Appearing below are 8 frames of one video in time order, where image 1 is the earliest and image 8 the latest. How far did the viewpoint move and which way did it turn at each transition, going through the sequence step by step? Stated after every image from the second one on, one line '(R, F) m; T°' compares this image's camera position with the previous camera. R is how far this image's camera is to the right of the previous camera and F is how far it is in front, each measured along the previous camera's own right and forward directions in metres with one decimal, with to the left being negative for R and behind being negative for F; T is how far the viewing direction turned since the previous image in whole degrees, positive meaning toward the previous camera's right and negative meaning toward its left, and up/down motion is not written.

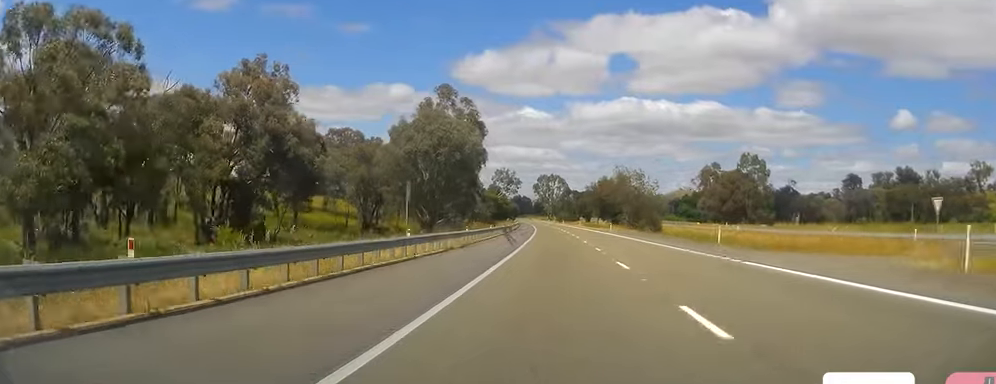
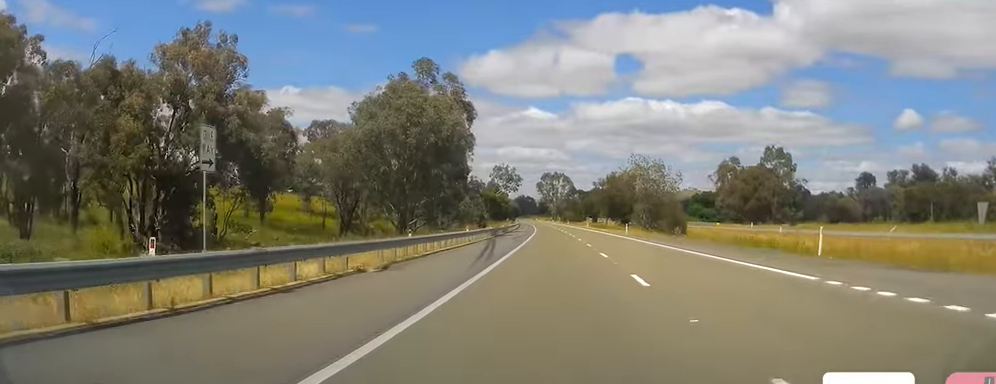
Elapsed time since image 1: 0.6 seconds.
(+0.1, +17.3) m; -1°
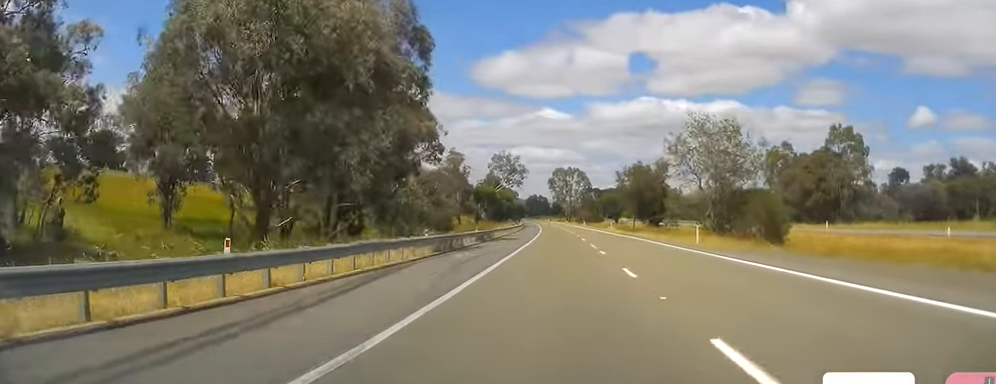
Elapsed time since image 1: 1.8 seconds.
(-0.6, +33.6) m; -1°
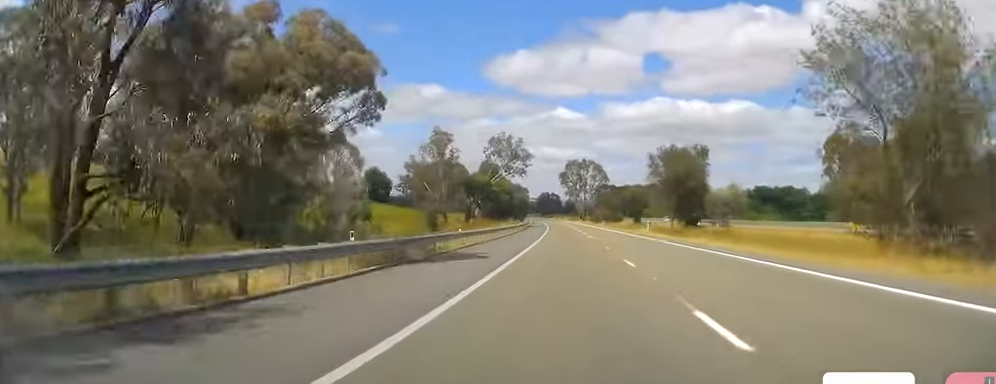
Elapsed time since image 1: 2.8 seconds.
(+0.1, +29.9) m; -1°
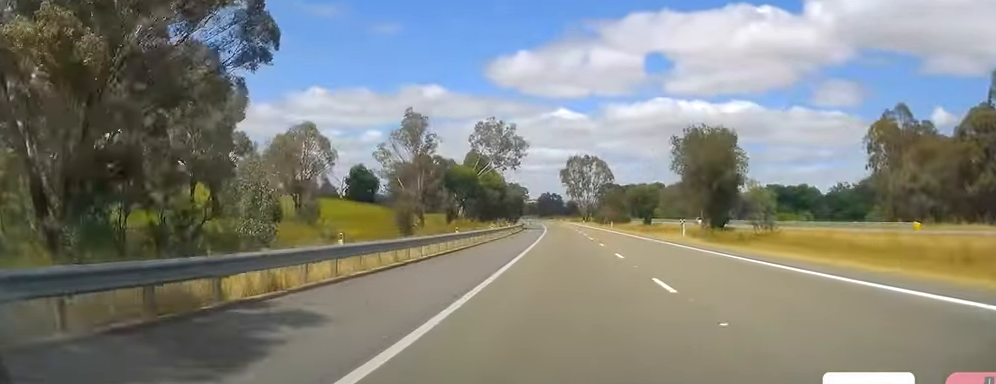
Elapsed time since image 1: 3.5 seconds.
(-0.4, +19.3) m; -1°
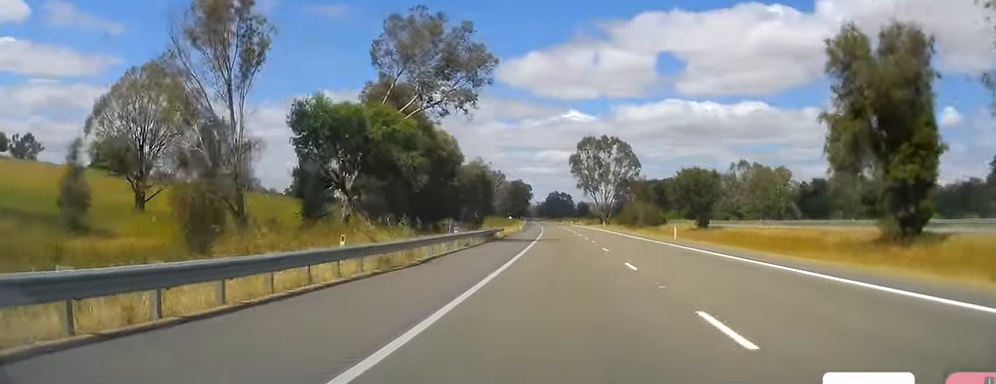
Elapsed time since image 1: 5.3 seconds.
(0.0, +54.0) m; +1°
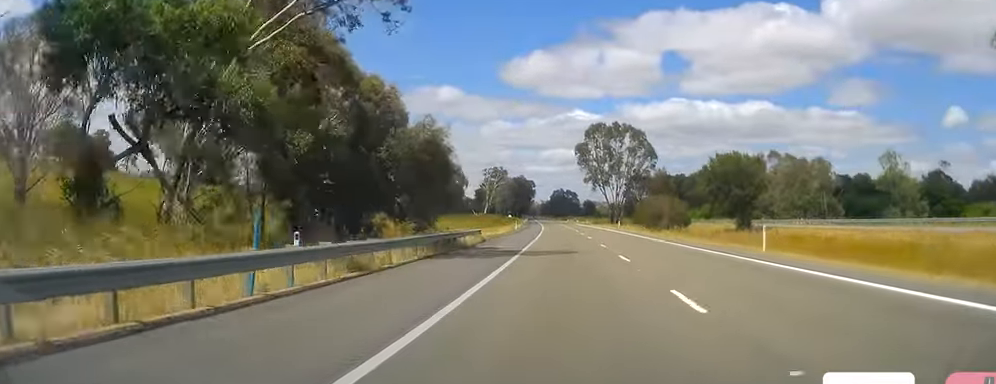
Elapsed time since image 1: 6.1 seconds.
(+0.2, +21.3) m; -1°
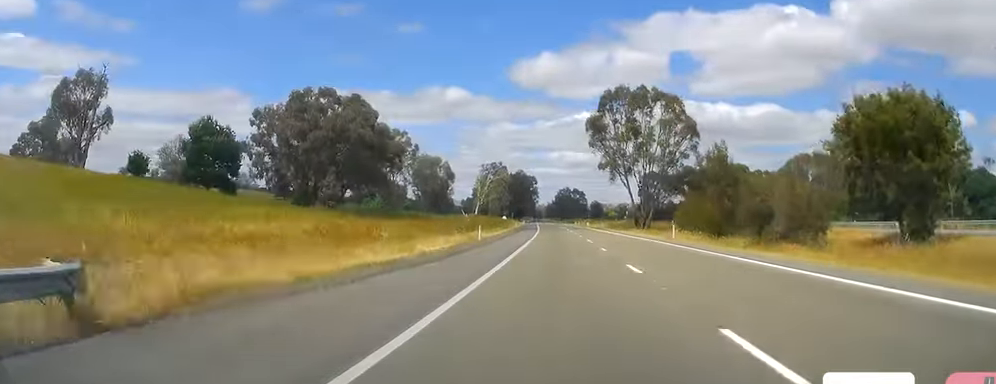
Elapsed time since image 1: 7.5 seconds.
(-0.9, +40.8) m; -1°
